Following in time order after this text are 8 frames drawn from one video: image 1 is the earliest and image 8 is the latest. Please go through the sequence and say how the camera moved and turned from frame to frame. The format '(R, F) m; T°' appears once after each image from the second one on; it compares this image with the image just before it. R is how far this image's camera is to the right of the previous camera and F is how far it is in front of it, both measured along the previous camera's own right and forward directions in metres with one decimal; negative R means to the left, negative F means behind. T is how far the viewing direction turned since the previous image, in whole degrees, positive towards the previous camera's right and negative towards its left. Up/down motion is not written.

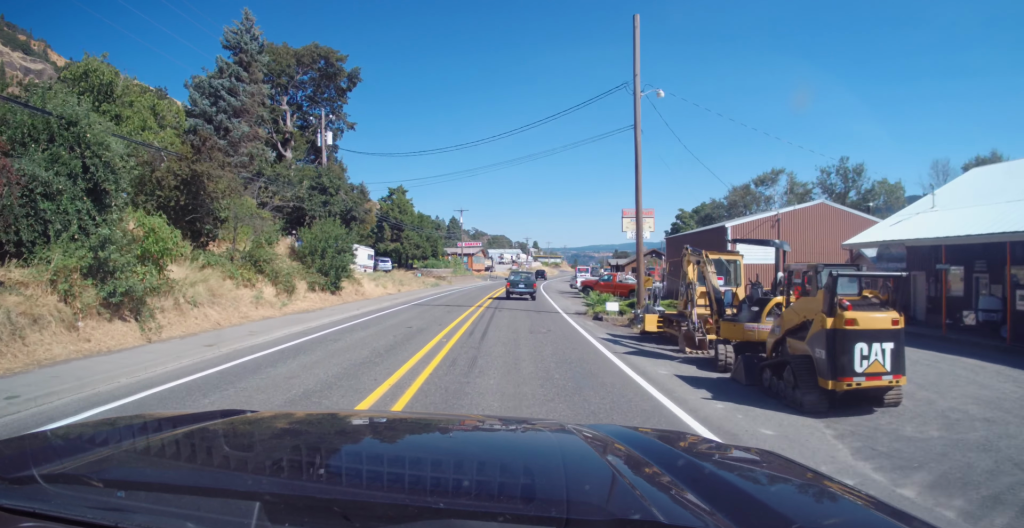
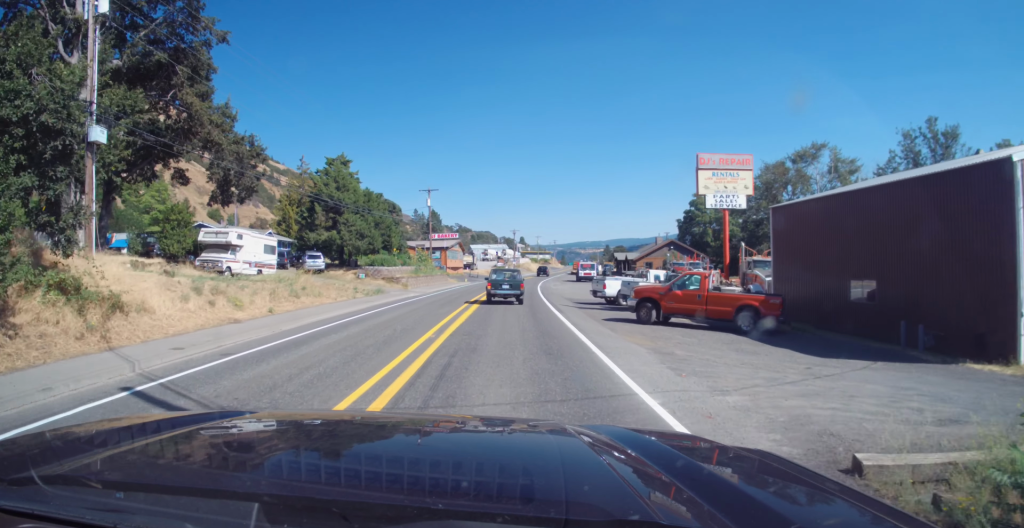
(-0.3, +23.7) m; +1°
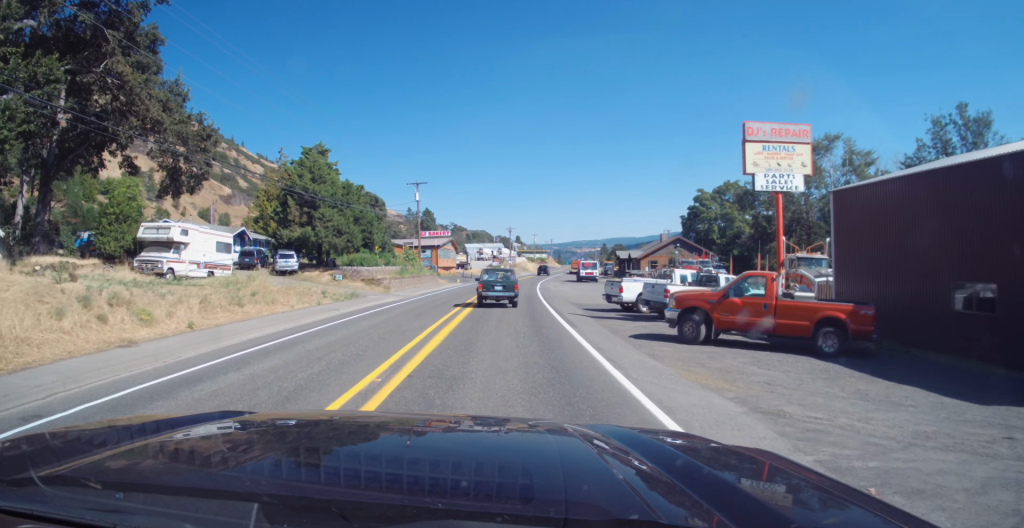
(+0.3, +5.7) m; +1°
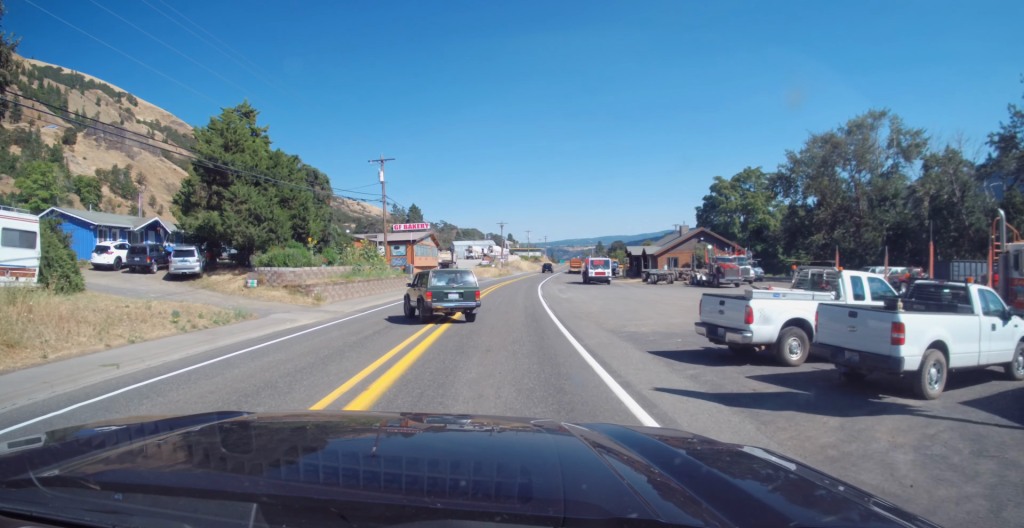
(+0.3, +16.2) m; +1°
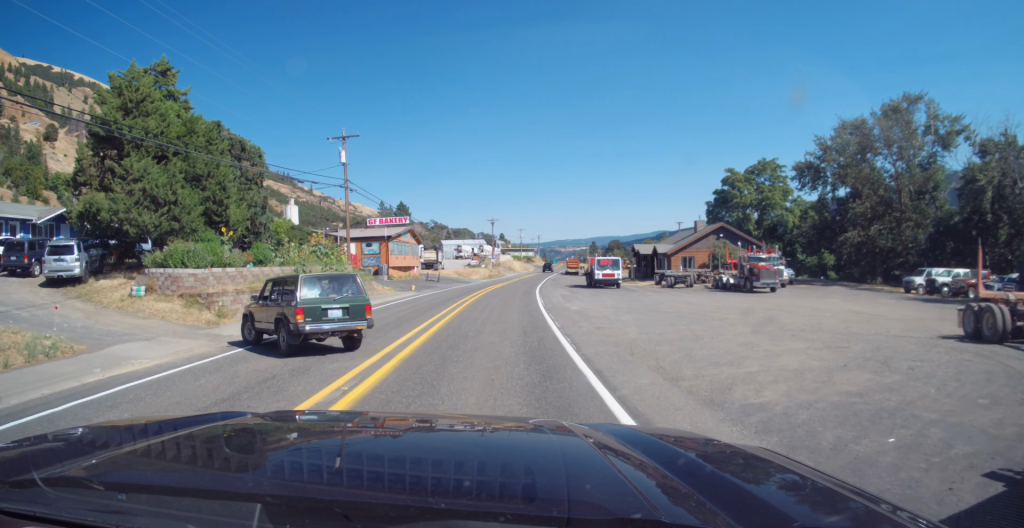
(0.0, +10.5) m; +2°
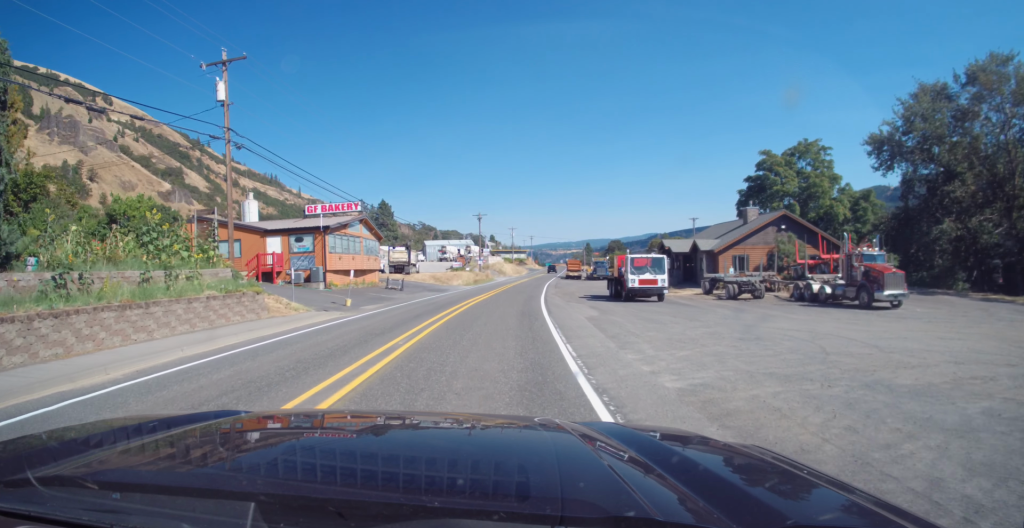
(+0.1, +18.0) m; -1°
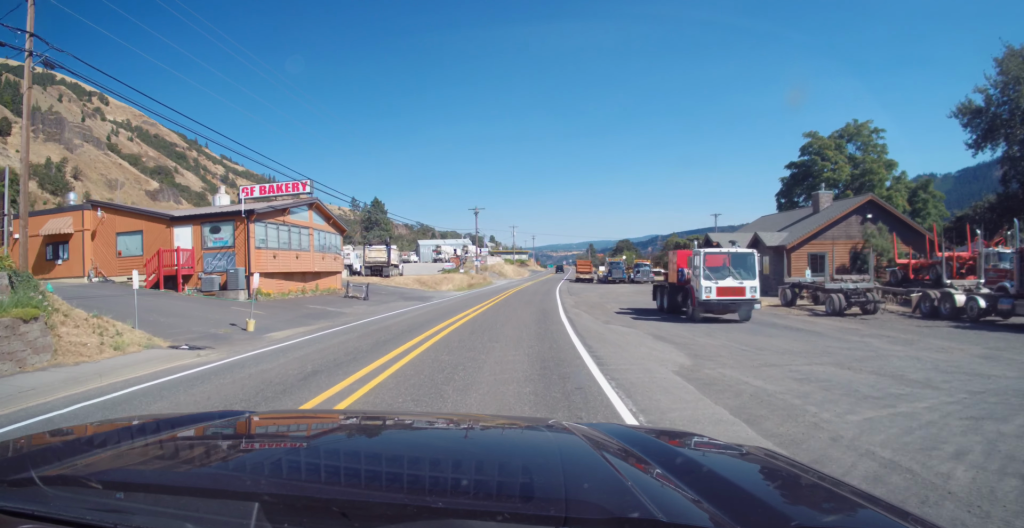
(0.0, +12.7) m; +1°
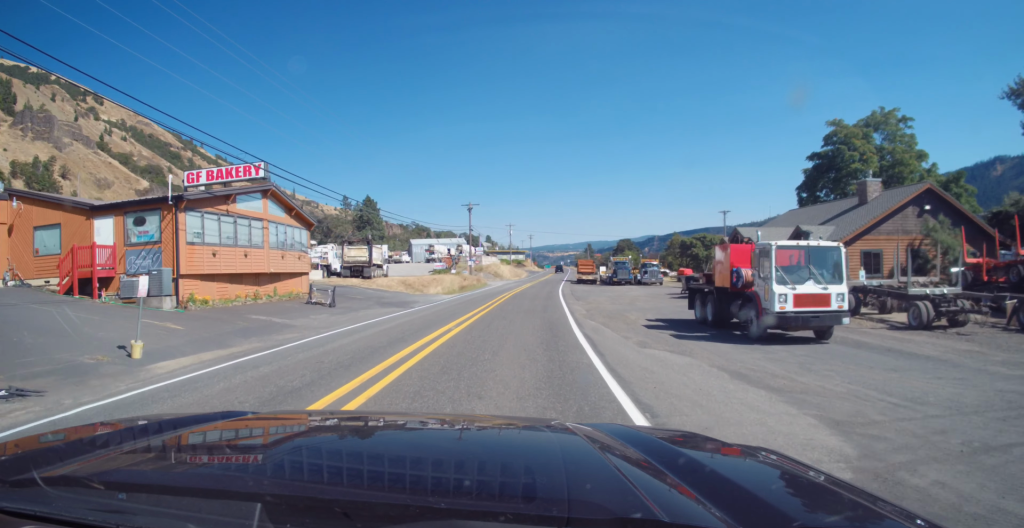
(+0.5, +6.1) m; +1°
